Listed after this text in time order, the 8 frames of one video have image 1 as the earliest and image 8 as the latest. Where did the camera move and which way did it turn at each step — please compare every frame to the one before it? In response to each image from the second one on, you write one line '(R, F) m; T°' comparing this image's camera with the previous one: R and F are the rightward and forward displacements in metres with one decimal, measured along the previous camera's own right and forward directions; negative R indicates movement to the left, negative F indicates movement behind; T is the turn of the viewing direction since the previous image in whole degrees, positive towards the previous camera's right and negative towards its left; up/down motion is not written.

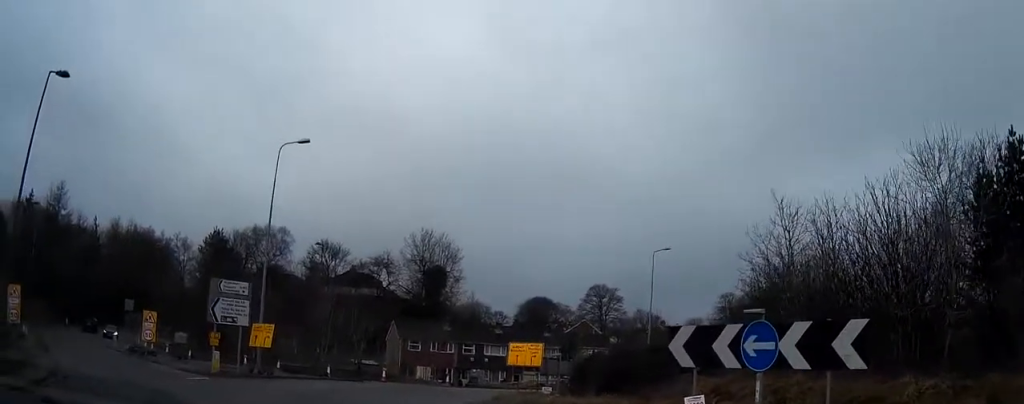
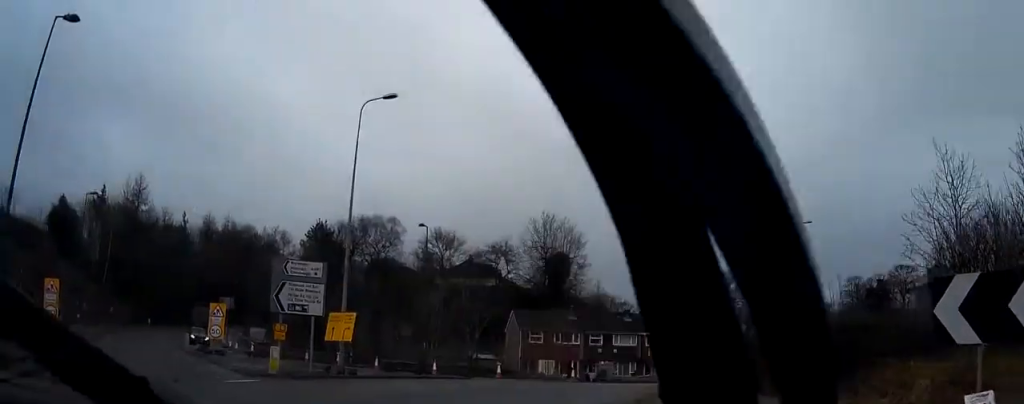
(-0.4, +6.0) m; -6°
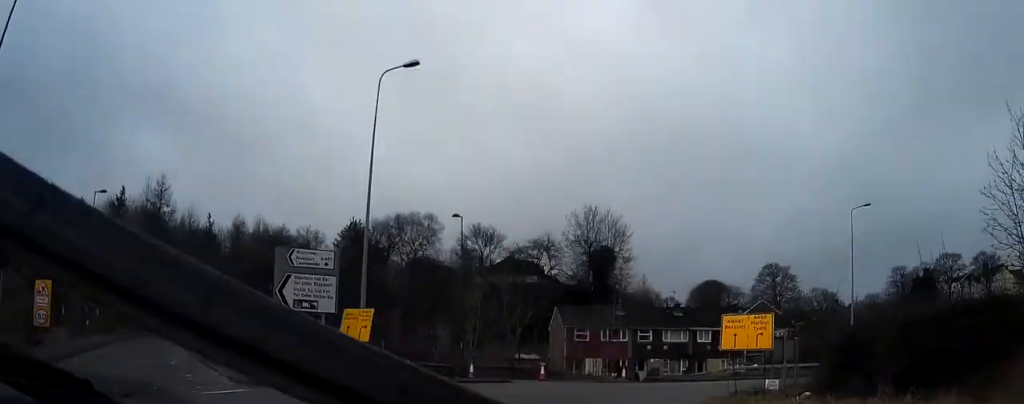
(-0.1, +4.1) m; -2°
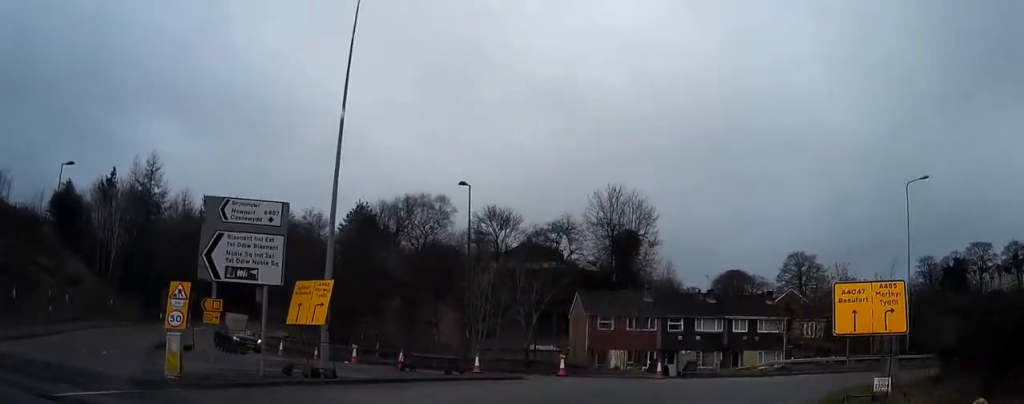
(-0.2, +6.8) m; +1°
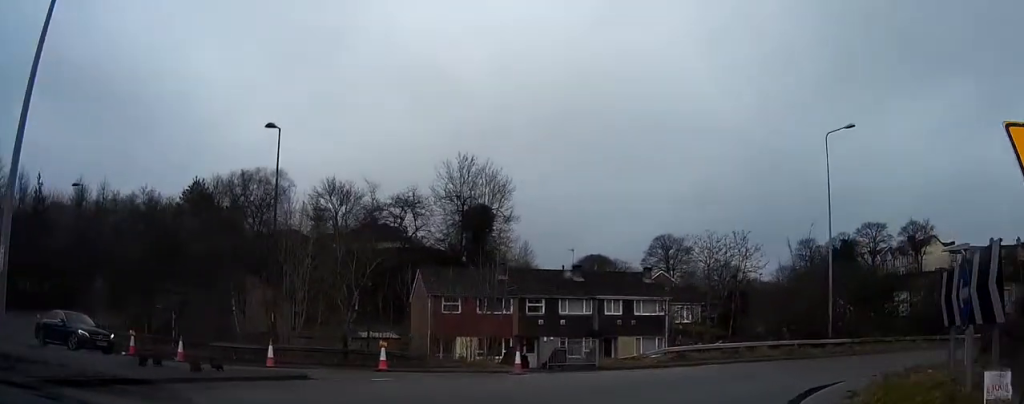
(+0.6, +9.3) m; +9°
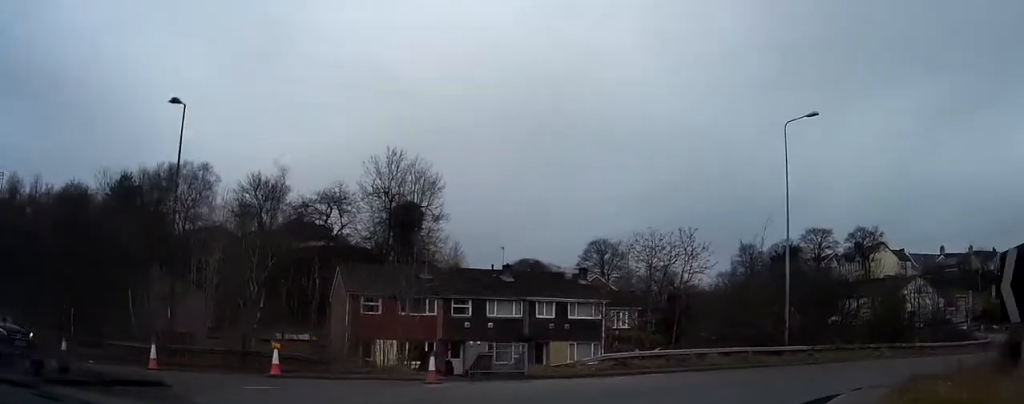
(+0.1, +3.8) m; +5°
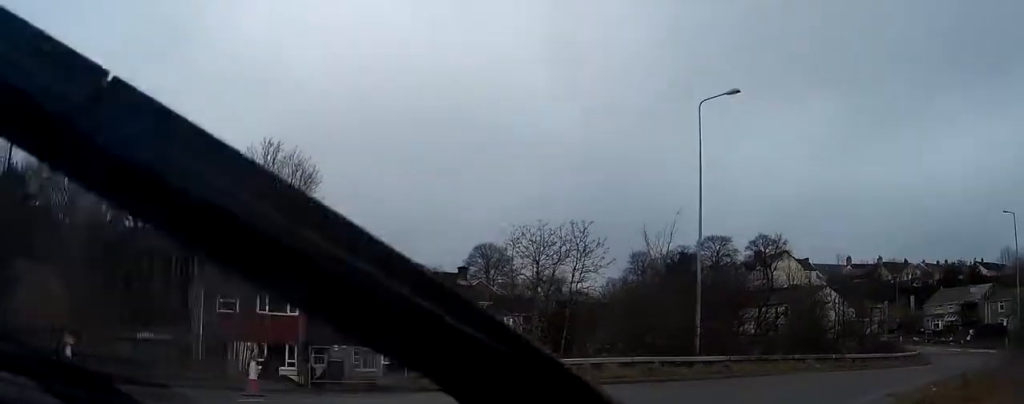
(+0.3, +5.2) m; +8°
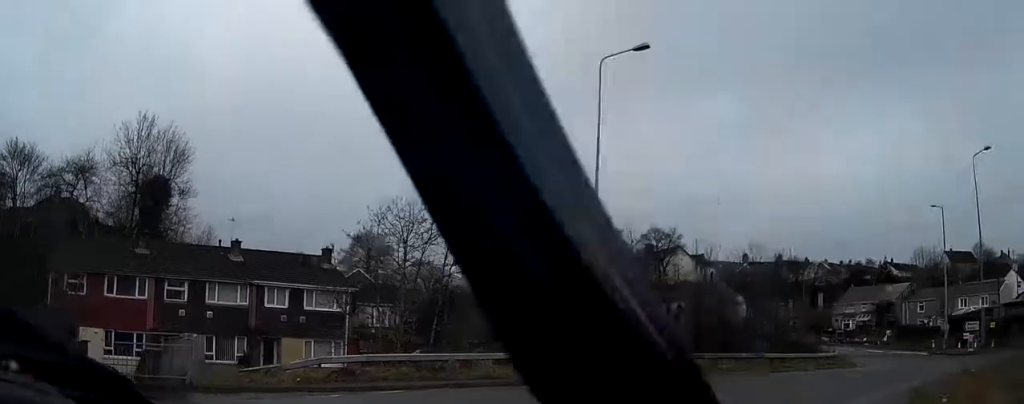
(0.0, +5.0) m; +8°
